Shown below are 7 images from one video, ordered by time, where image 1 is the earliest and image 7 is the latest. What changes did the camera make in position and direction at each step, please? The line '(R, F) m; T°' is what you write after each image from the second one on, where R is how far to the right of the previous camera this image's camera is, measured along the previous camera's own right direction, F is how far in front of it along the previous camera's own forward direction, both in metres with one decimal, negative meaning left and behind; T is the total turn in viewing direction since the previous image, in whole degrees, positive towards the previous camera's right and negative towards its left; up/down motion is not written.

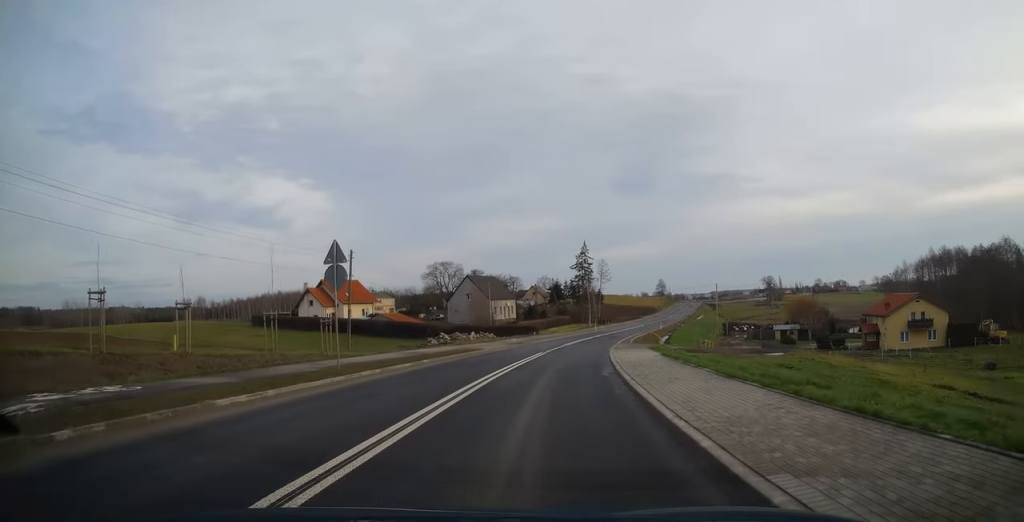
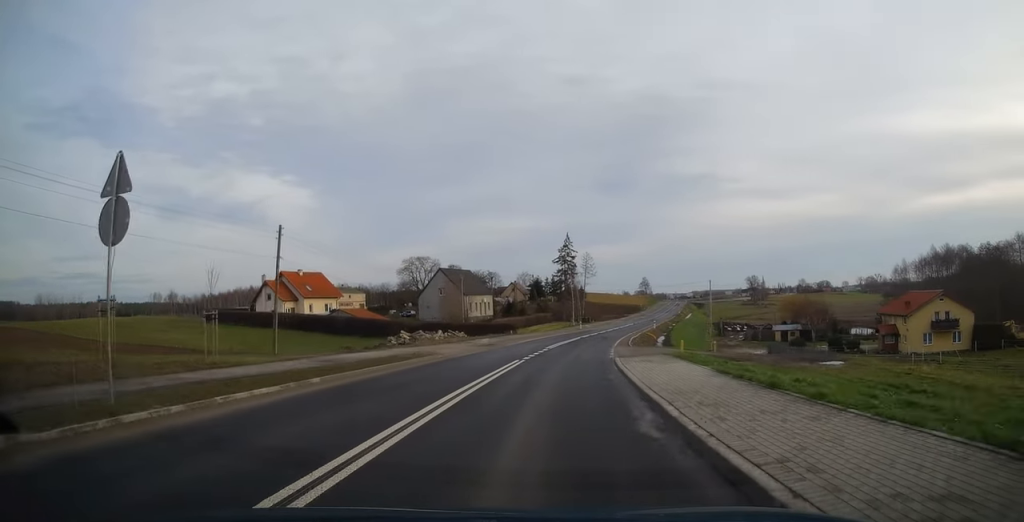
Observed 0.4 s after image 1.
(+0.4, +9.7) m; +2°
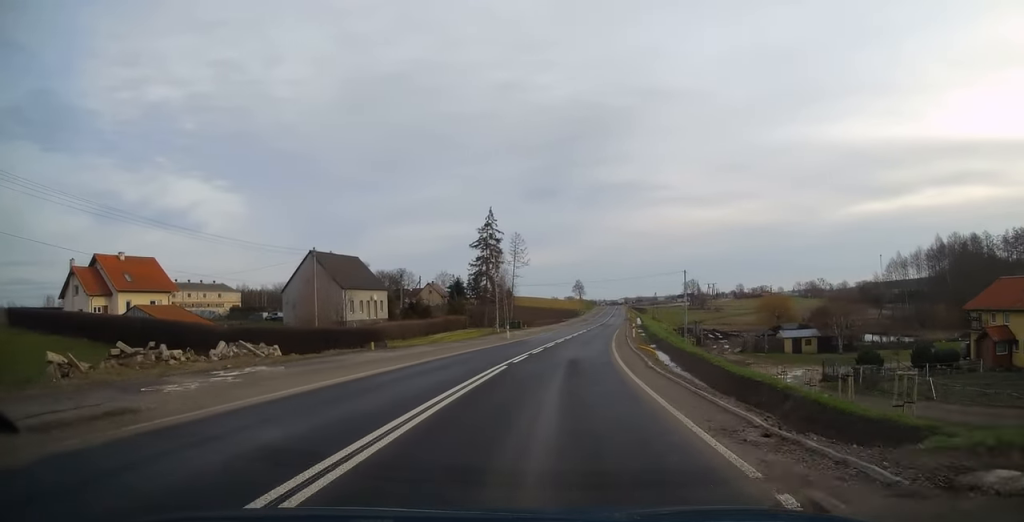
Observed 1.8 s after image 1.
(+1.5, +31.7) m; +6°
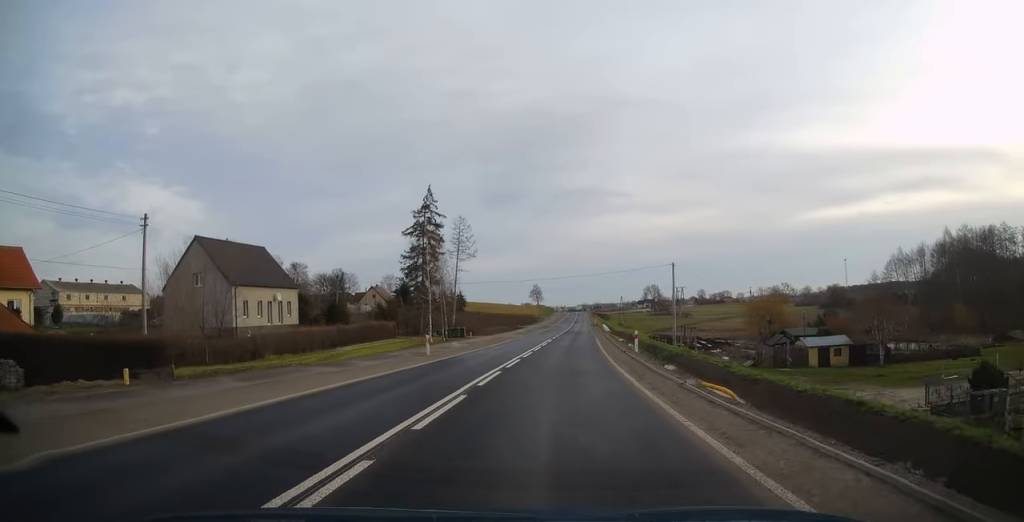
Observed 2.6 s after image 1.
(+0.7, +18.3) m; +4°
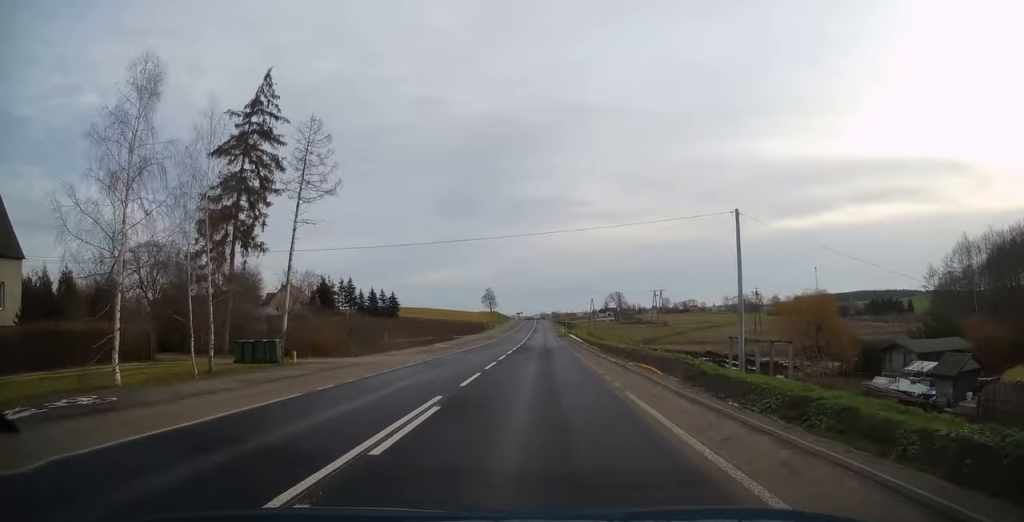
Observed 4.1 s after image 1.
(+2.2, +36.2) m; +7°
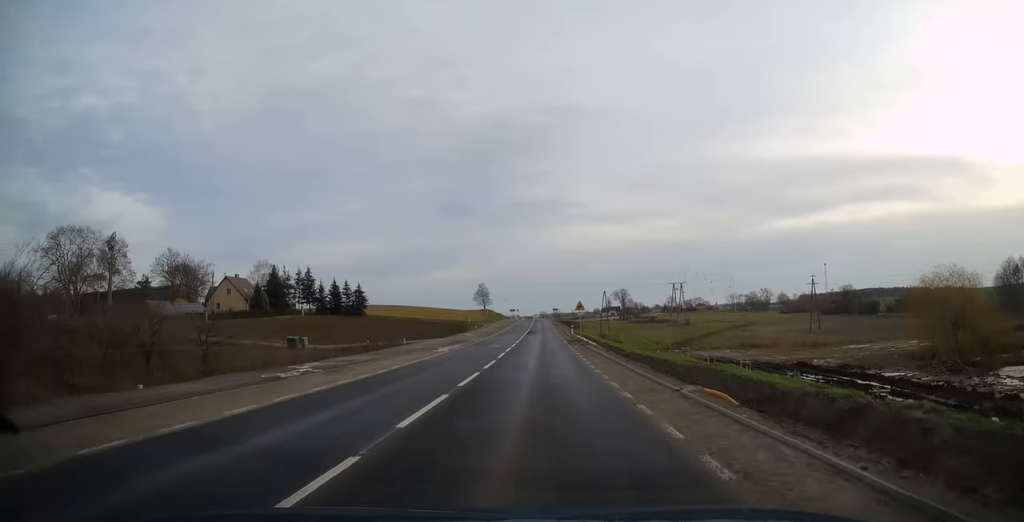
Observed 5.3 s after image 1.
(+0.9, +29.5) m; +2°
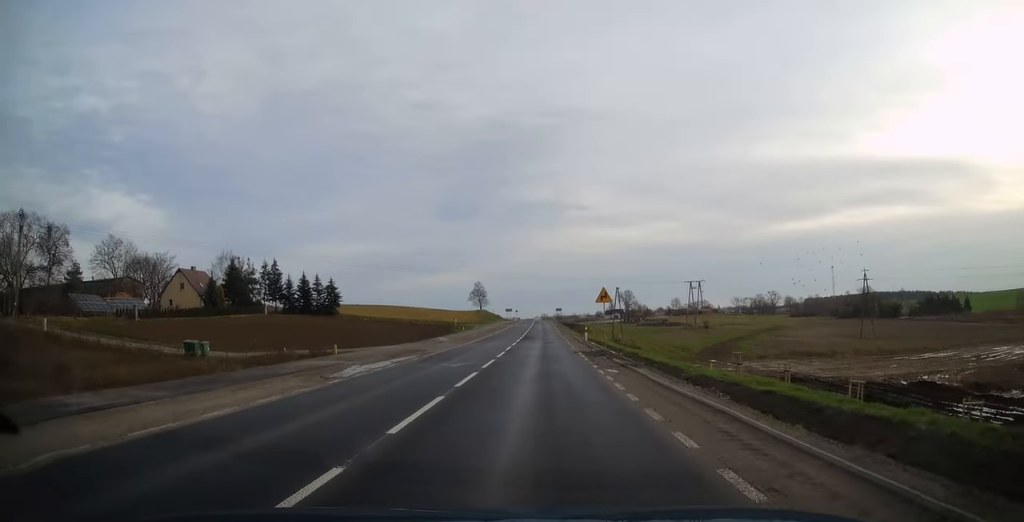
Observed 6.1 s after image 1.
(0.0, +18.3) m; 0°
